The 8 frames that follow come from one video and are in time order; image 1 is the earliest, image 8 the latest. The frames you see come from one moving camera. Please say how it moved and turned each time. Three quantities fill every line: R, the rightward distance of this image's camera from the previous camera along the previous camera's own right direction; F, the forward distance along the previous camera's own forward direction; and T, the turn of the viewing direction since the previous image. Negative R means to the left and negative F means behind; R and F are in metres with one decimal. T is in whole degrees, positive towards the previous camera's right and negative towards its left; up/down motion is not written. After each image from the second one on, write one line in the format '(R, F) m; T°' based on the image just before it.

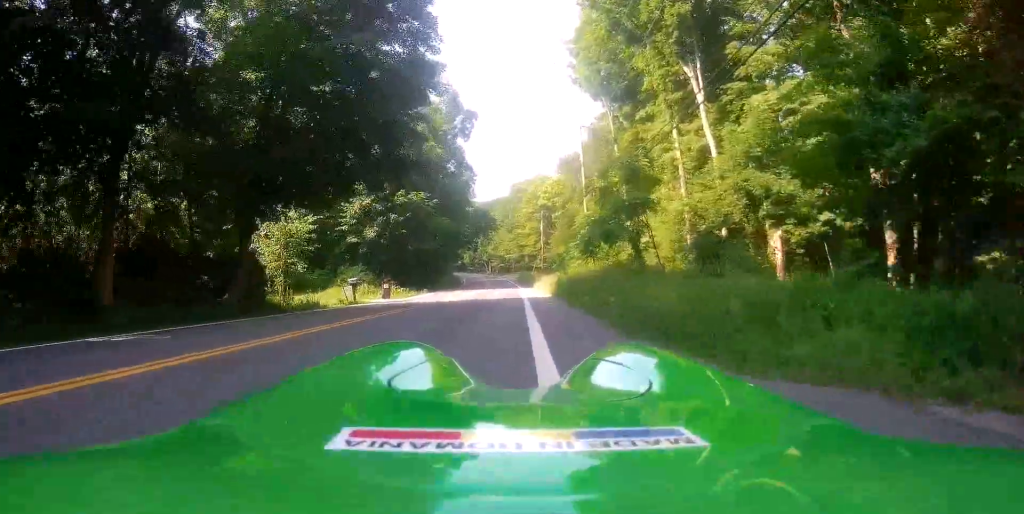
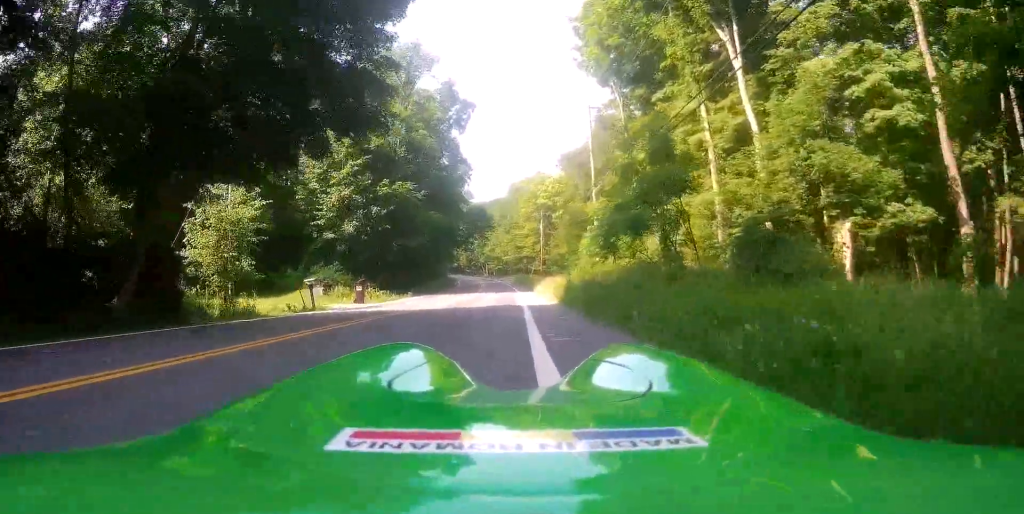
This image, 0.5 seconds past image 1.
(0.0, +5.9) m; 0°
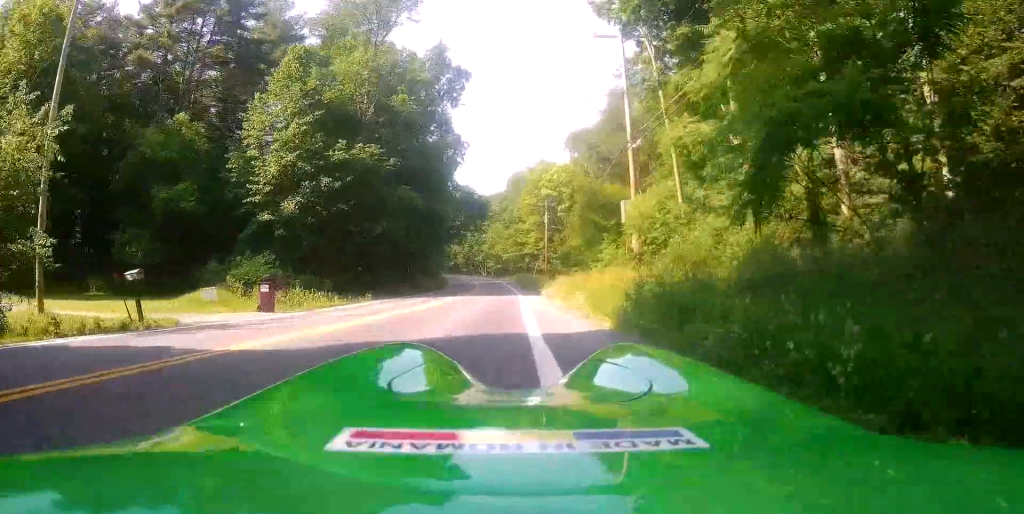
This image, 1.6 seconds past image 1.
(0.0, +11.6) m; +1°
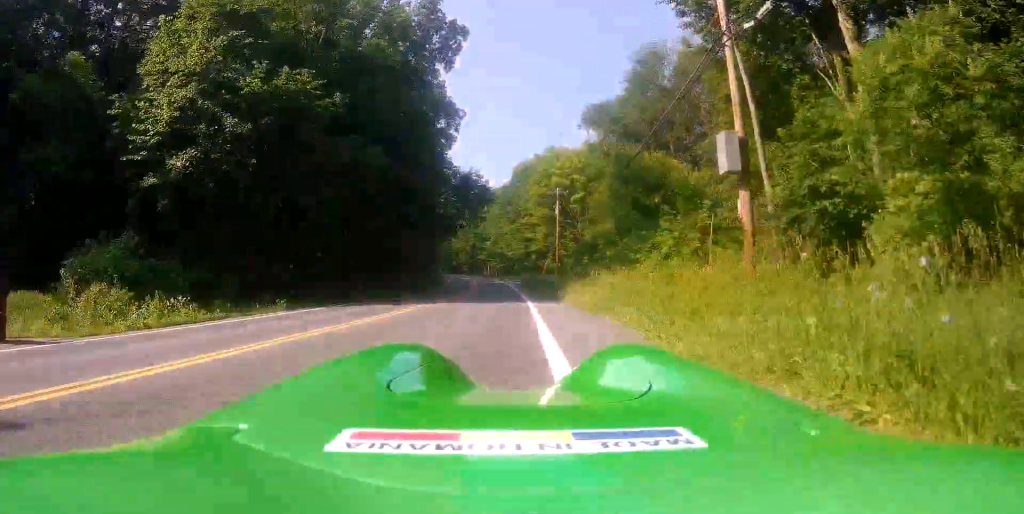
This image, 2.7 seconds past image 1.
(+0.3, +12.2) m; +2°
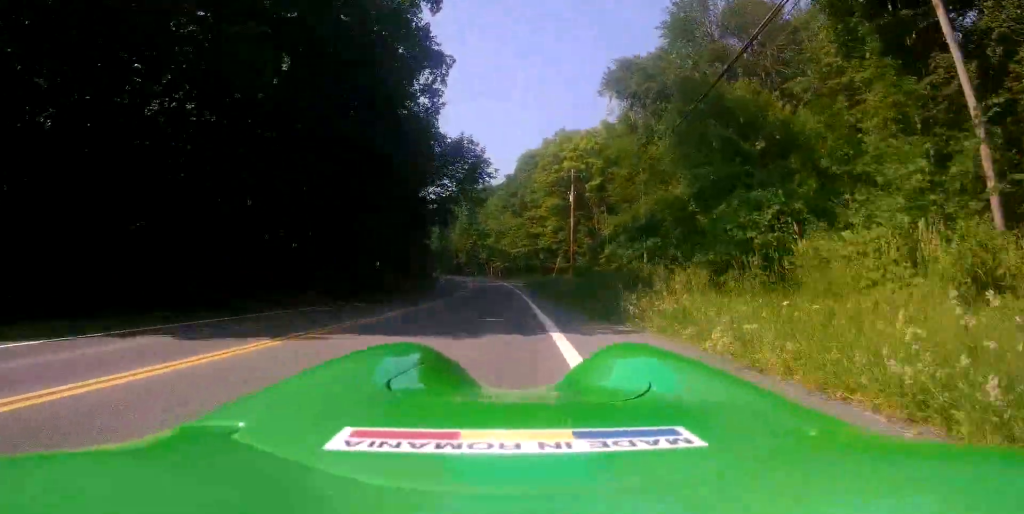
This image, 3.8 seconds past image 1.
(-0.1, +12.9) m; -1°
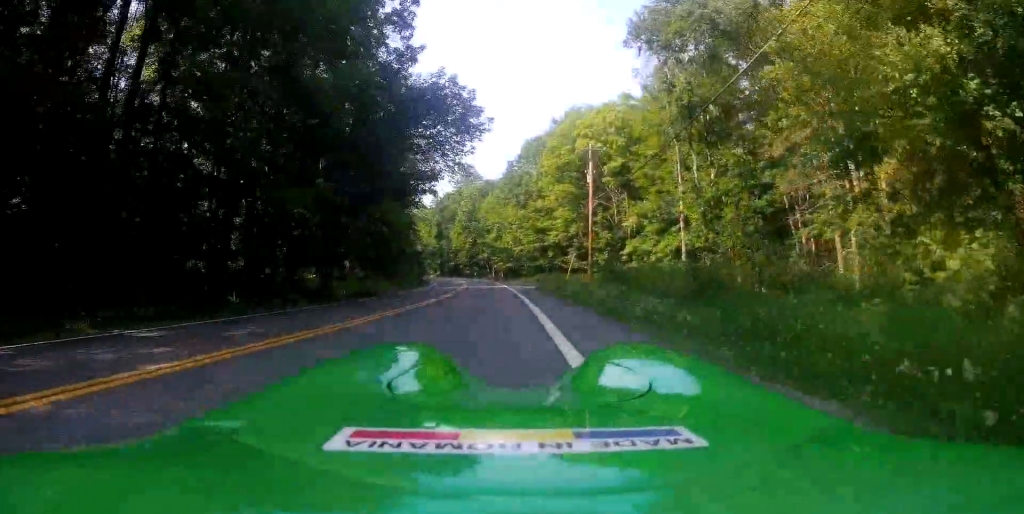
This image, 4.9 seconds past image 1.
(-0.2, +12.7) m; -1°
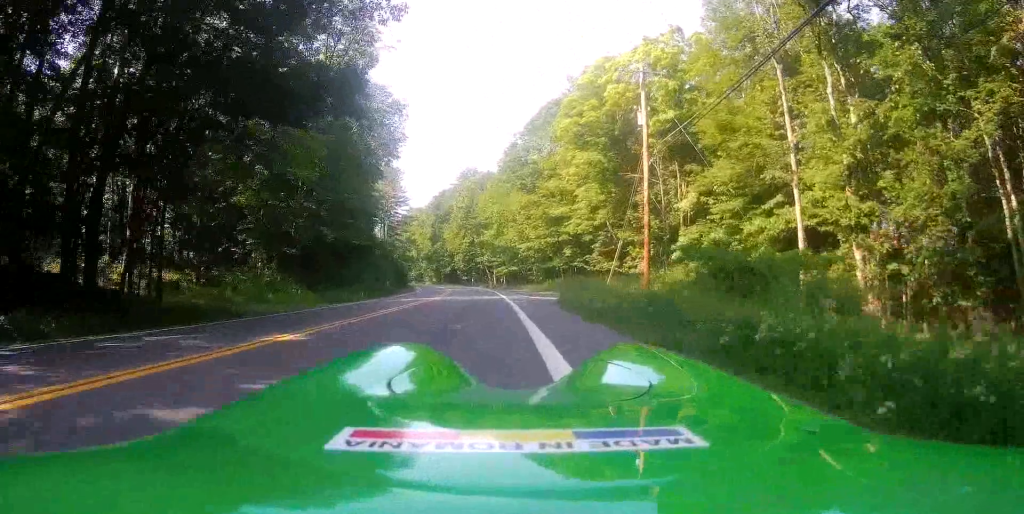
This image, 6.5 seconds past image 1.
(-0.5, +19.0) m; -4°
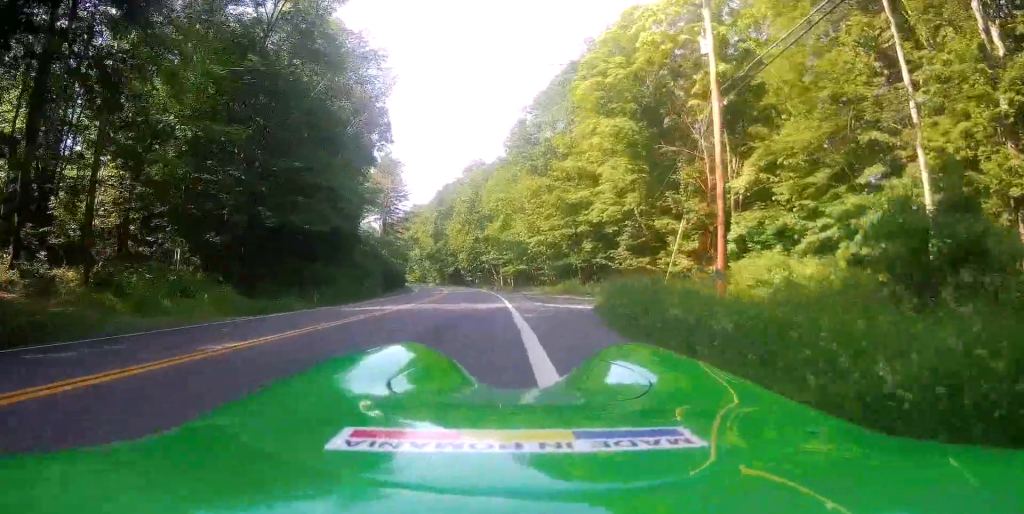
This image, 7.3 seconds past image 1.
(-0.2, +9.1) m; -2°
